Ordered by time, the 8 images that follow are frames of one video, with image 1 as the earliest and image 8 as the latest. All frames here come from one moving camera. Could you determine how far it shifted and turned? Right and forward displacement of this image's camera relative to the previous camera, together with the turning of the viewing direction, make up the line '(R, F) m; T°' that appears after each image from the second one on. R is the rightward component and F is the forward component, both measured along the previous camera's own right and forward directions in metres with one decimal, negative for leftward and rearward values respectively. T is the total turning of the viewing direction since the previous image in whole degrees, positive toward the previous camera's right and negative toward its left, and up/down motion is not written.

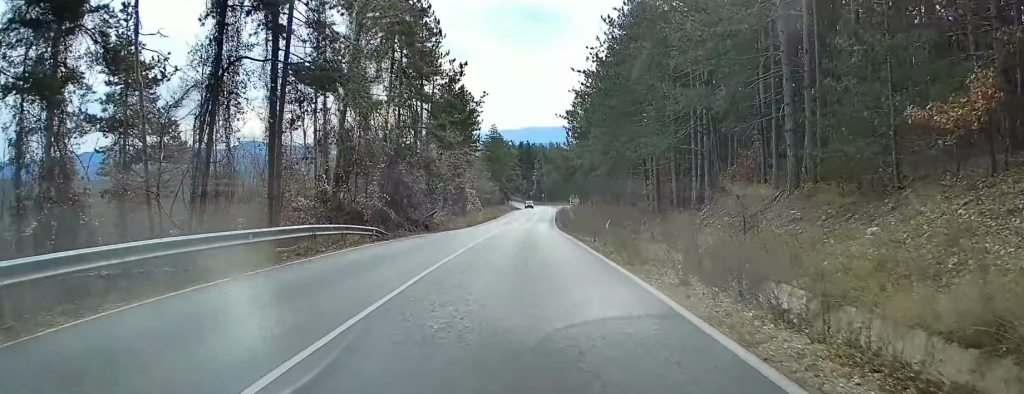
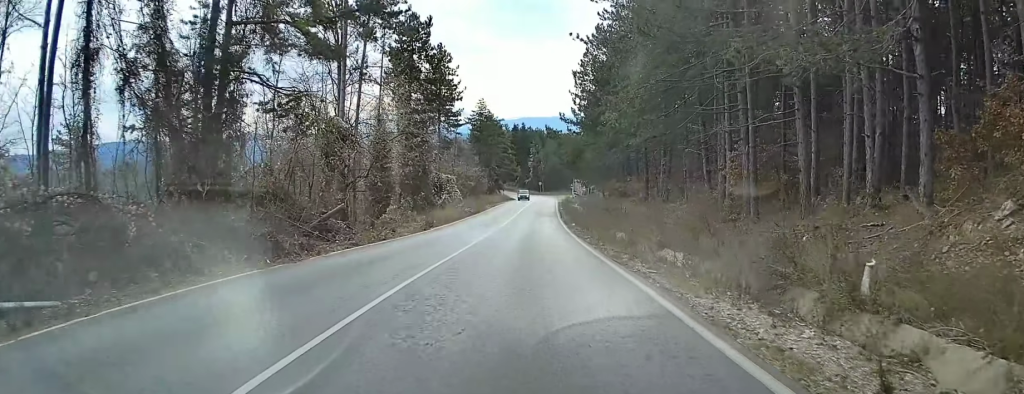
(-0.2, +21.6) m; 0°
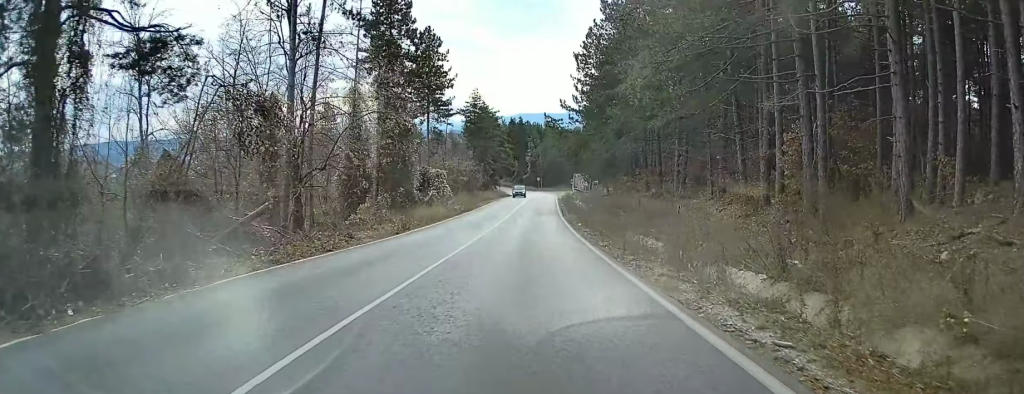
(0.0, +7.0) m; 0°
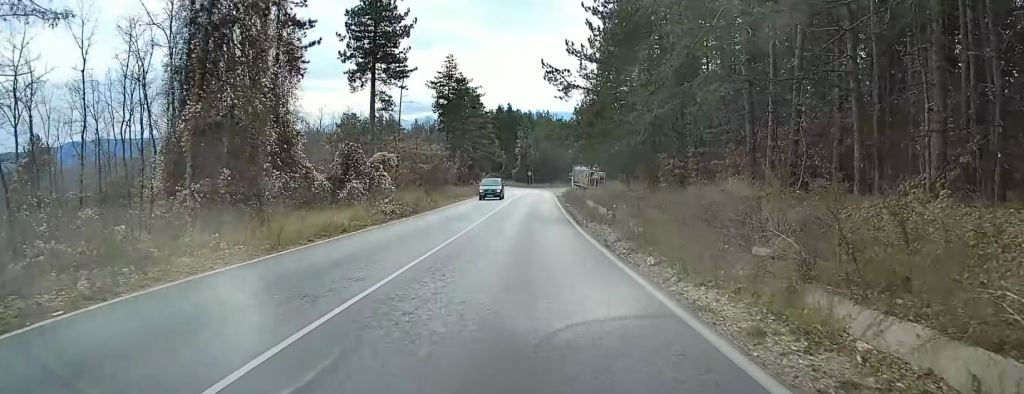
(+0.3, +22.6) m; +1°
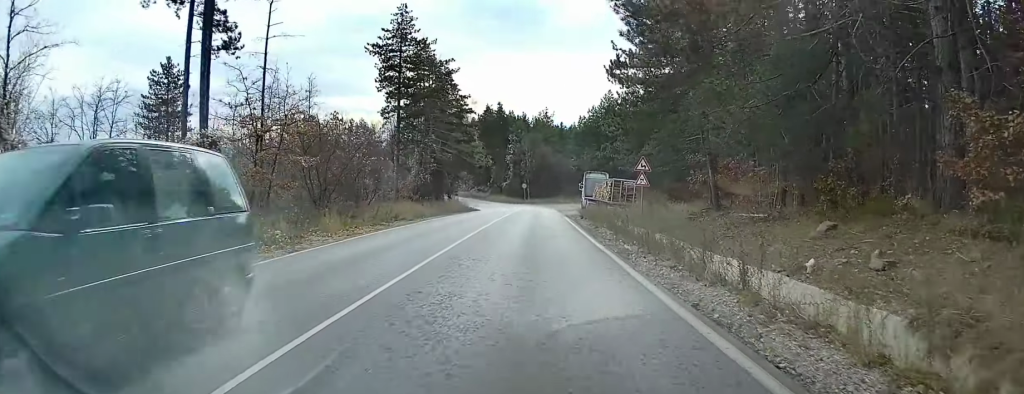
(+0.3, +27.9) m; +2°
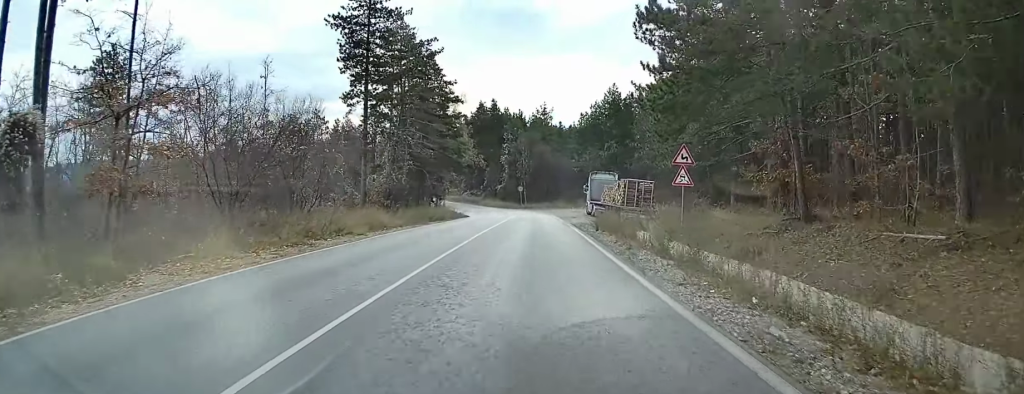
(+0.1, +10.3) m; 0°
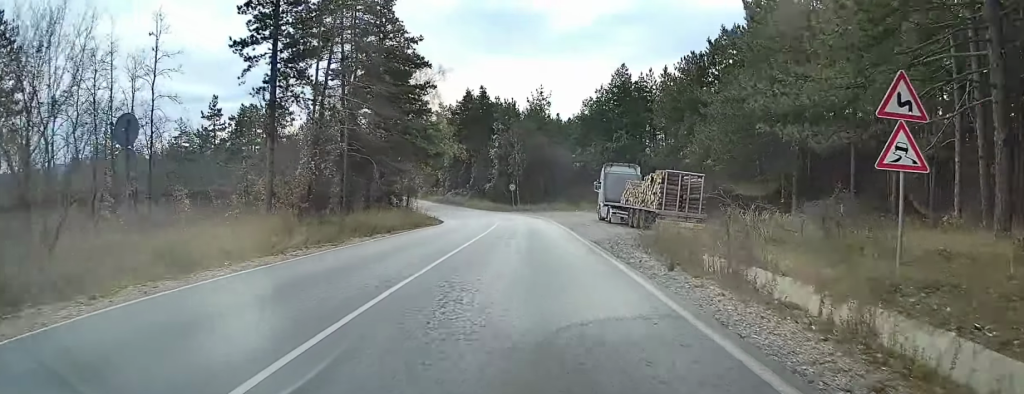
(0.0, +15.4) m; 0°
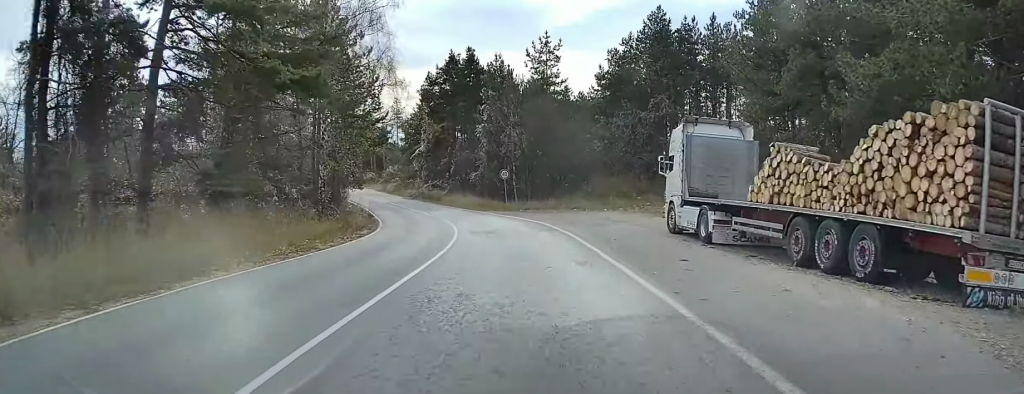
(-0.3, +24.1) m; -2°
